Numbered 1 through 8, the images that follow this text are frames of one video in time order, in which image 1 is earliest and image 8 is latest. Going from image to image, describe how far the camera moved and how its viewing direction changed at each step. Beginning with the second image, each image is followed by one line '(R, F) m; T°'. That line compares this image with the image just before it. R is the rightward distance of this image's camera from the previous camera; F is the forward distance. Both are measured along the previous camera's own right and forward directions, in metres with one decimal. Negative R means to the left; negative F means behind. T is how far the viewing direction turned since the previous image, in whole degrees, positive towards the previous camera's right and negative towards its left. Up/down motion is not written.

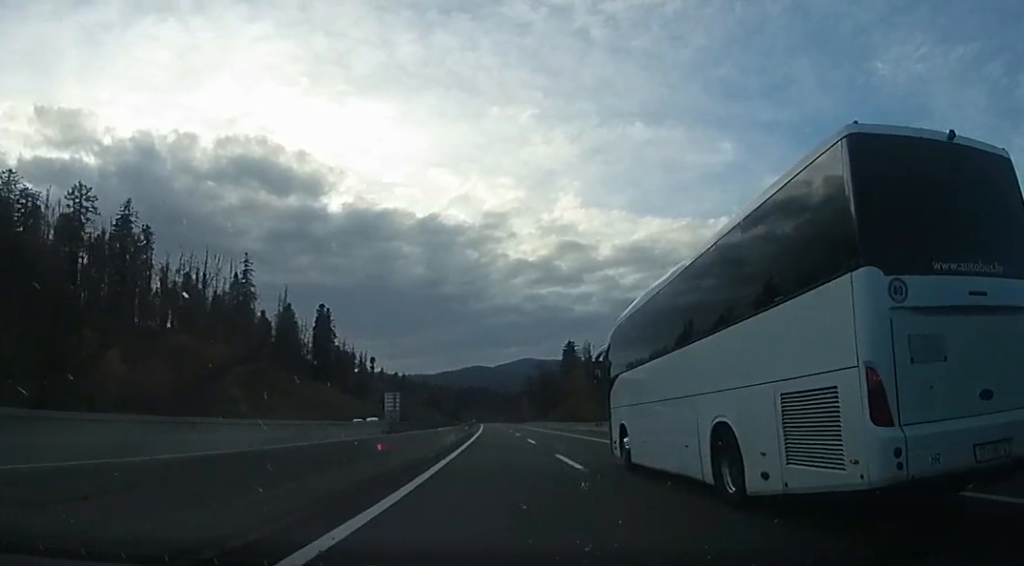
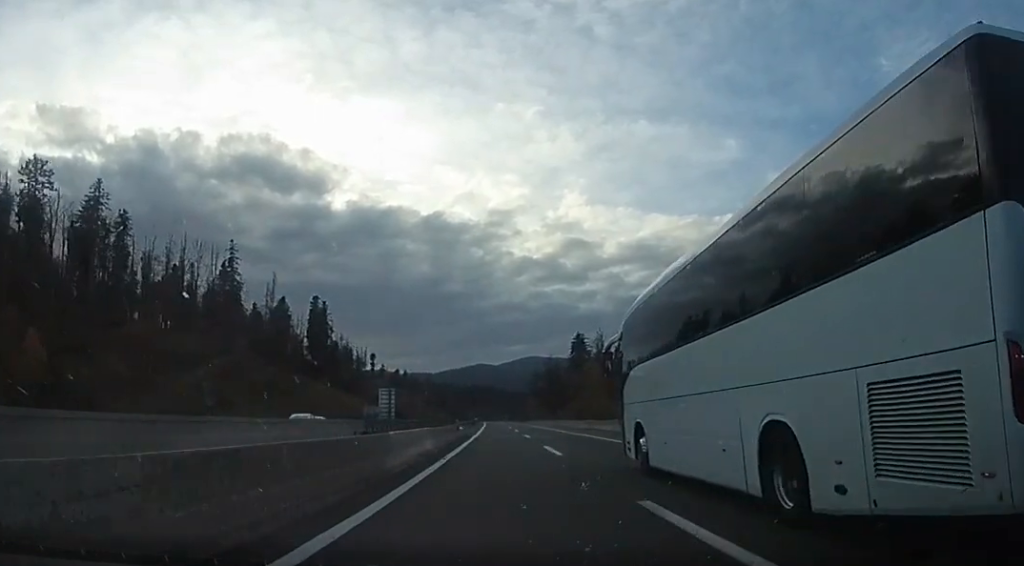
(-0.6, +12.8) m; 0°
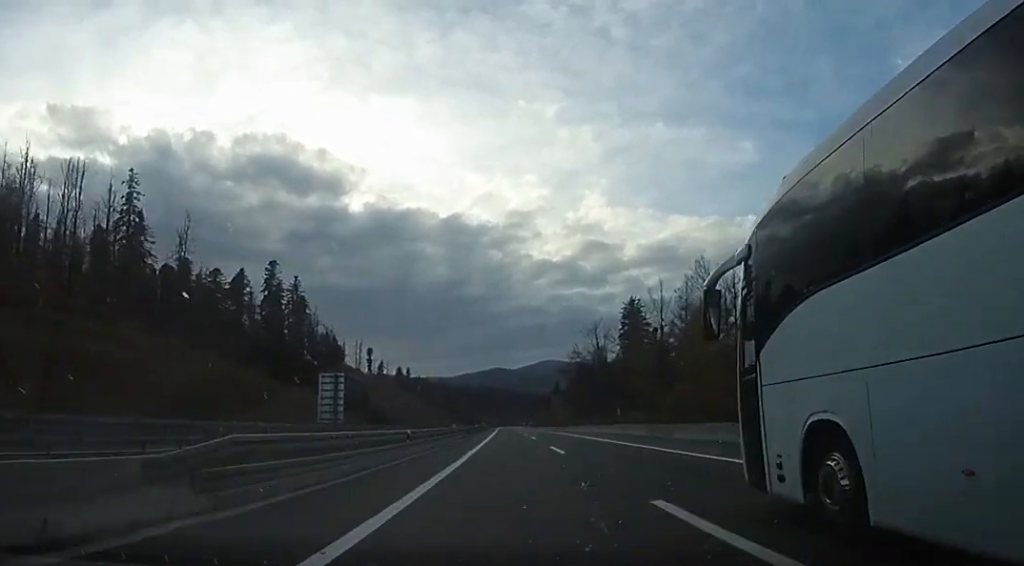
(0.0, +56.7) m; 0°
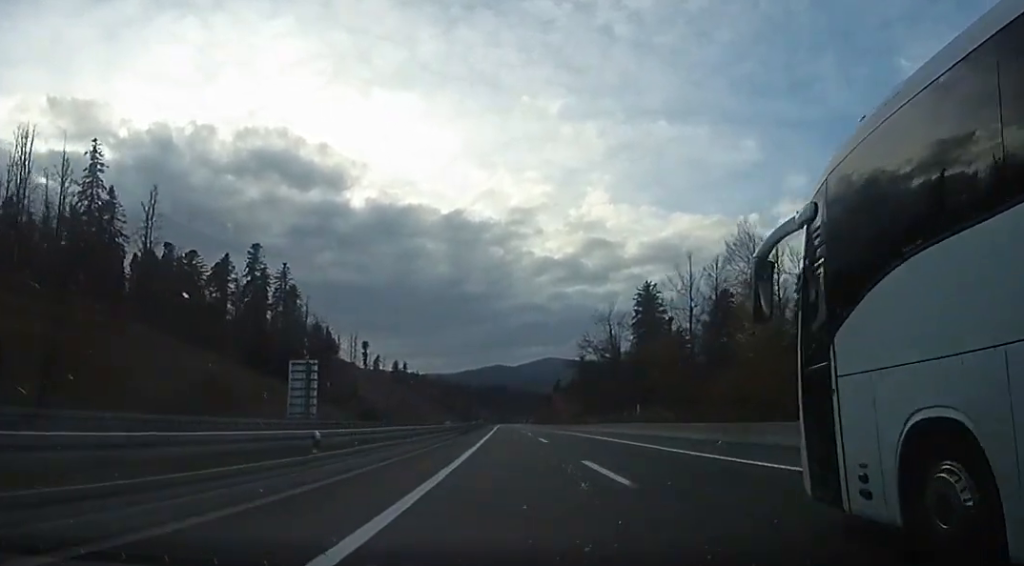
(-0.7, +12.4) m; 0°
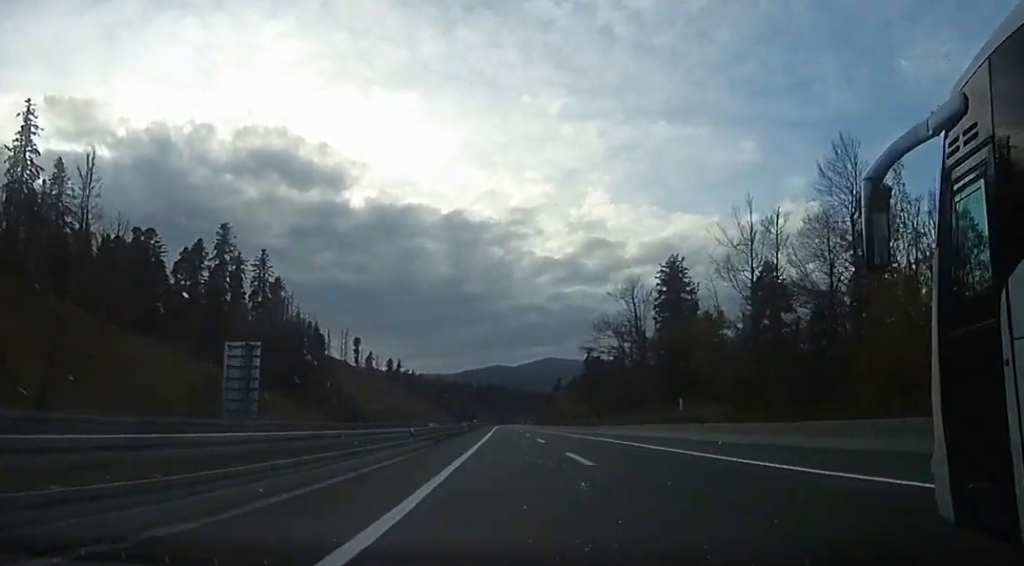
(+0.4, +17.7) m; 0°
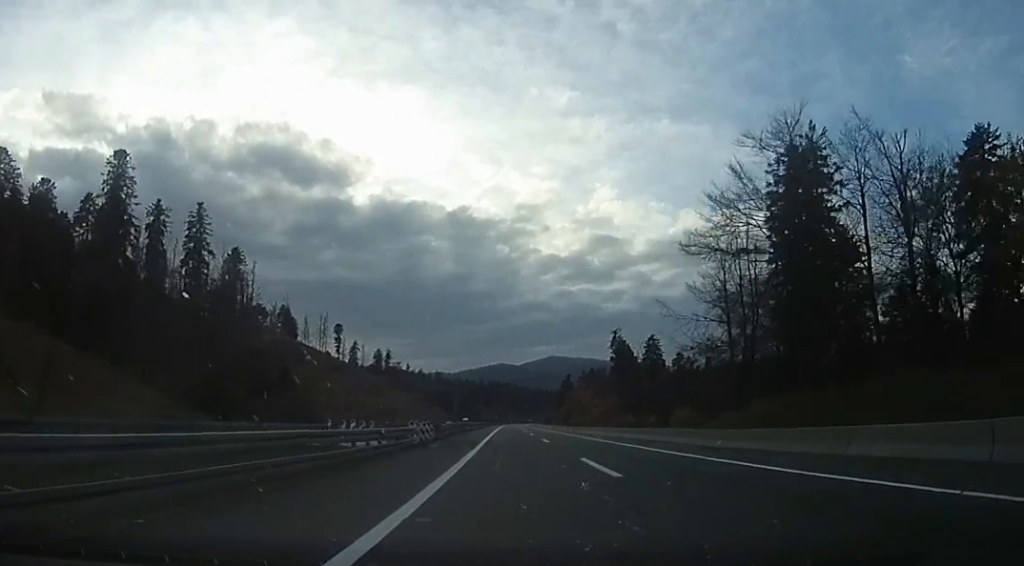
(-0.6, +42.4) m; 0°
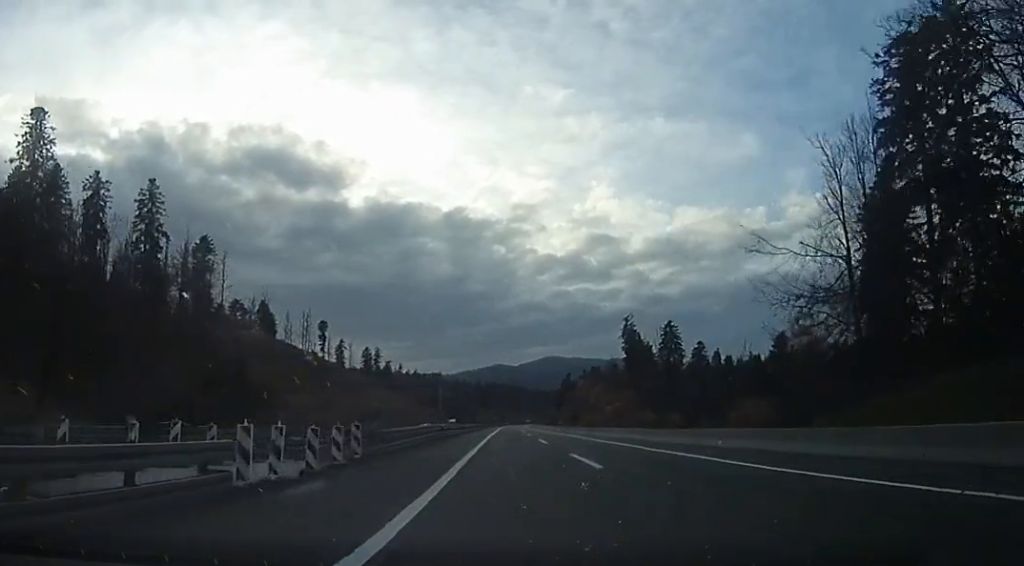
(+0.8, +19.6) m; 0°
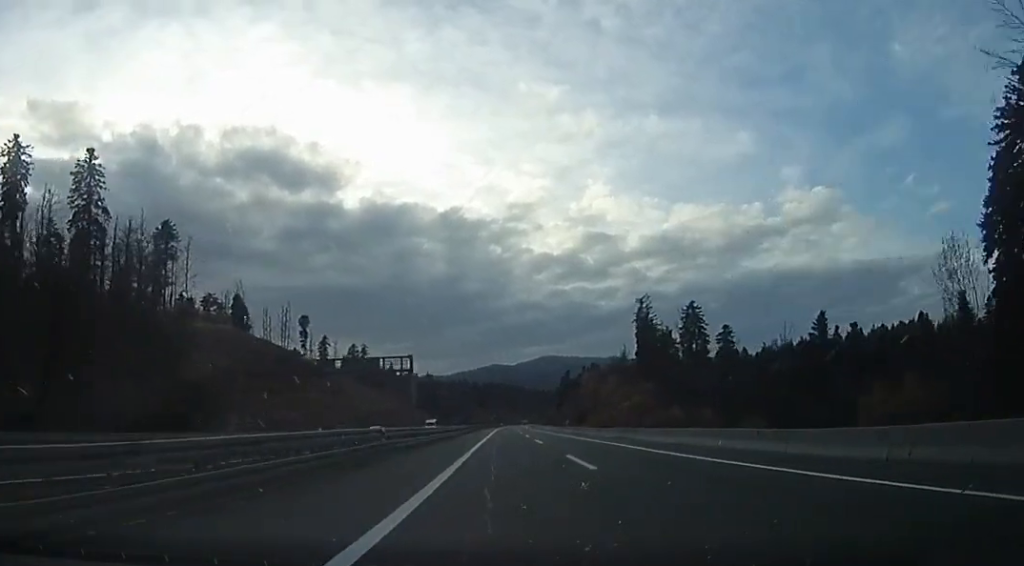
(+0.1, +19.5) m; 0°
